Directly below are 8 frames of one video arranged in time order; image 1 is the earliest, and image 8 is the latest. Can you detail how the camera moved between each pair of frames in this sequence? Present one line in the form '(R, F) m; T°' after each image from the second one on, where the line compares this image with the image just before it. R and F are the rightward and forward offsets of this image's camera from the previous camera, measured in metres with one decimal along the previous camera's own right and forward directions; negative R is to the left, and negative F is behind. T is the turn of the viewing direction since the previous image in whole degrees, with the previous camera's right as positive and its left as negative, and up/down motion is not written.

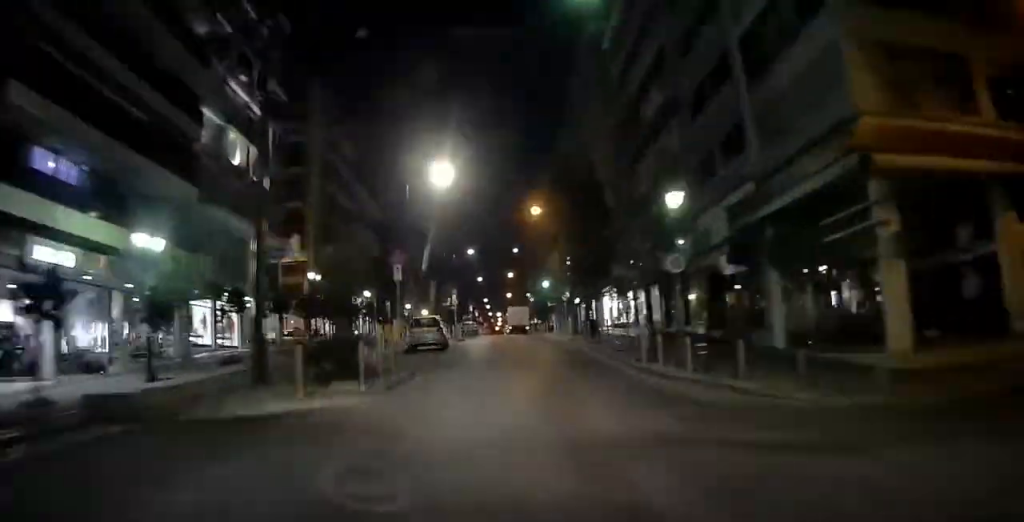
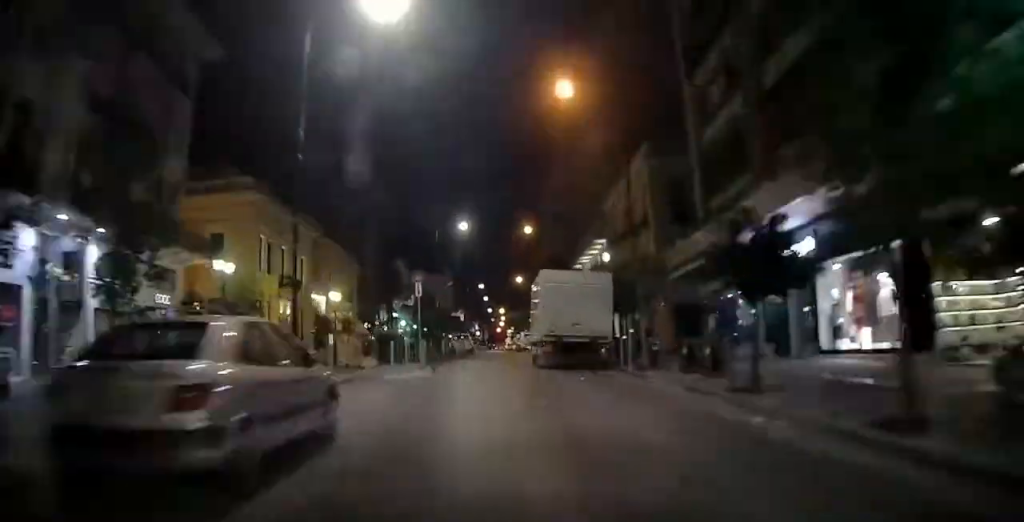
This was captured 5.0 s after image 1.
(+0.5, +49.2) m; +1°
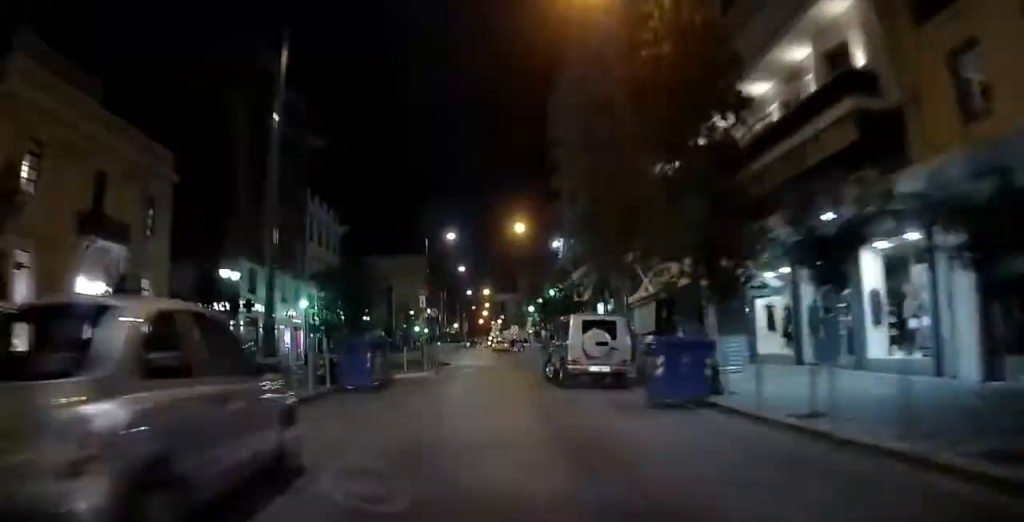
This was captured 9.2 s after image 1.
(+0.3, +38.8) m; -1°
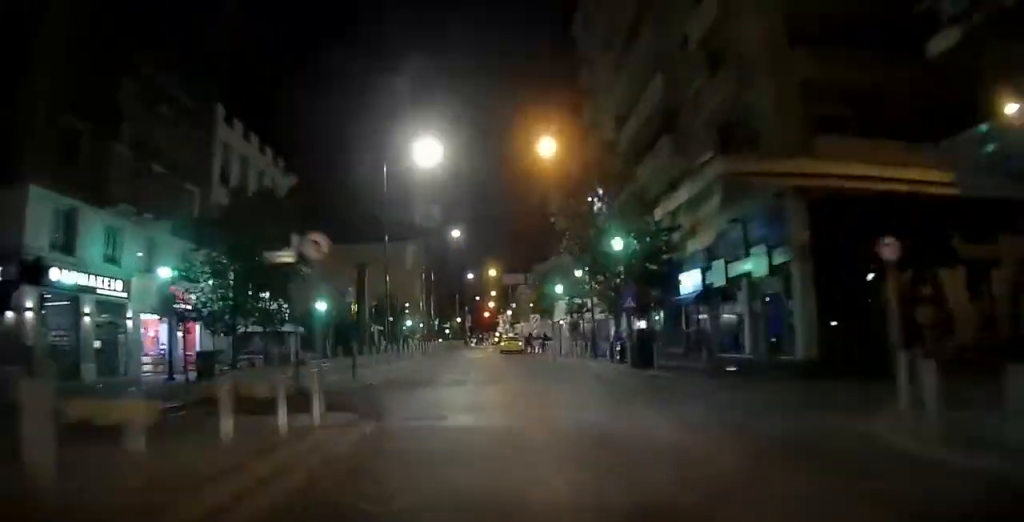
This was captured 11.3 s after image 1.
(+0.1, +19.2) m; 0°
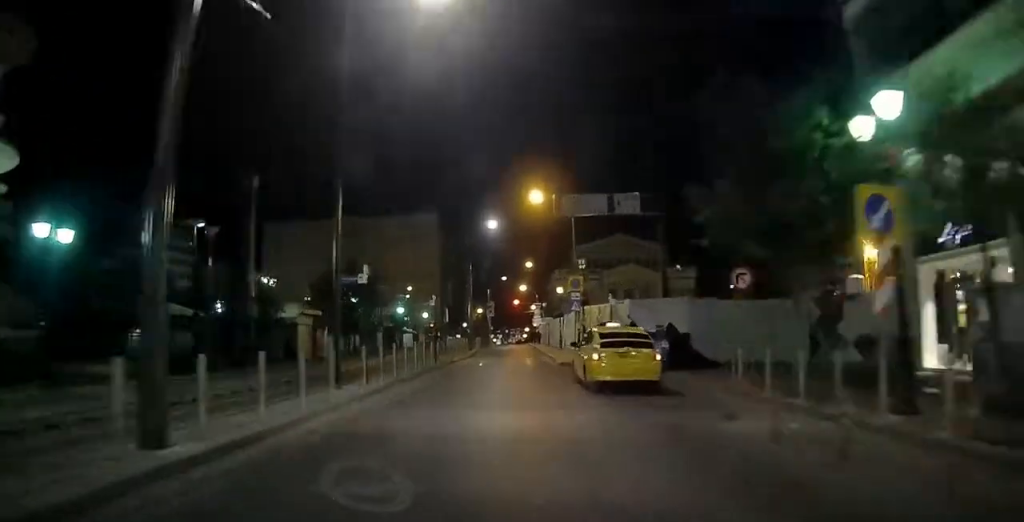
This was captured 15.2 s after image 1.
(-0.9, +31.5) m; 0°
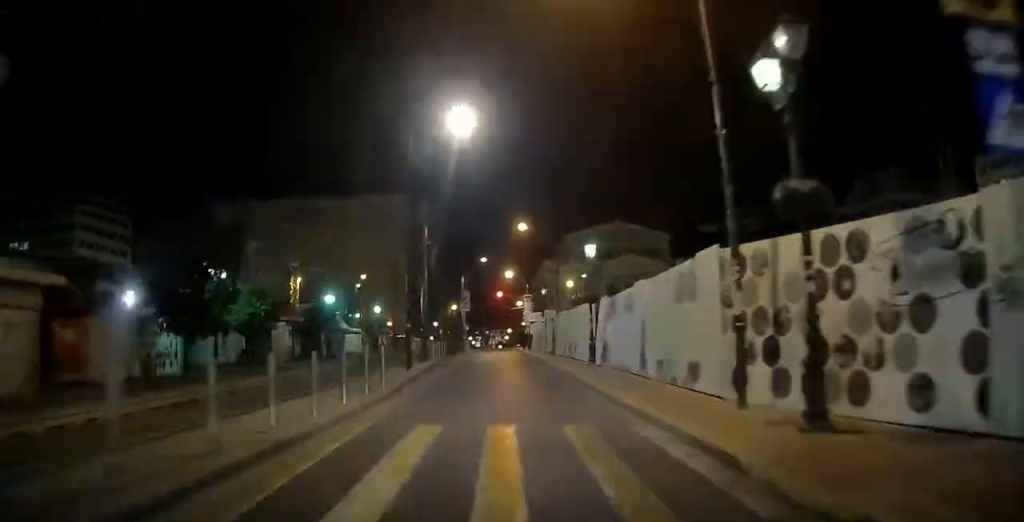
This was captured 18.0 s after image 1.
(+0.3, +20.8) m; 0°
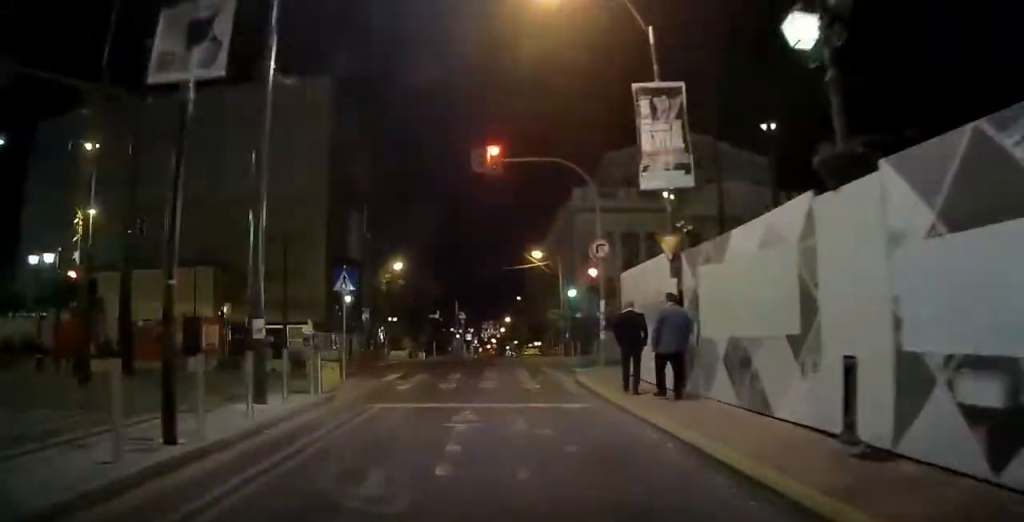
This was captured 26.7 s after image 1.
(-1.0, +58.5) m; -1°
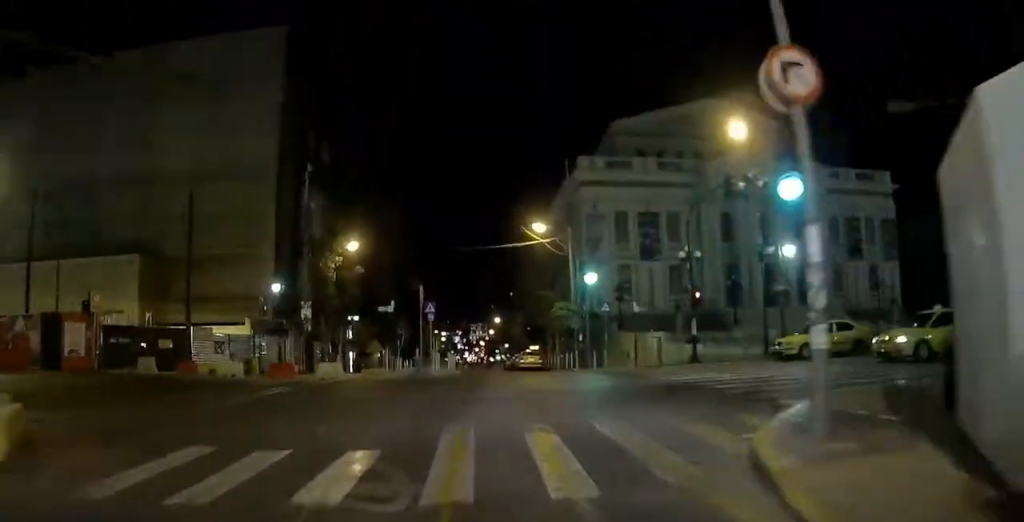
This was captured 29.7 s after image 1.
(+0.3, +20.1) m; +1°
